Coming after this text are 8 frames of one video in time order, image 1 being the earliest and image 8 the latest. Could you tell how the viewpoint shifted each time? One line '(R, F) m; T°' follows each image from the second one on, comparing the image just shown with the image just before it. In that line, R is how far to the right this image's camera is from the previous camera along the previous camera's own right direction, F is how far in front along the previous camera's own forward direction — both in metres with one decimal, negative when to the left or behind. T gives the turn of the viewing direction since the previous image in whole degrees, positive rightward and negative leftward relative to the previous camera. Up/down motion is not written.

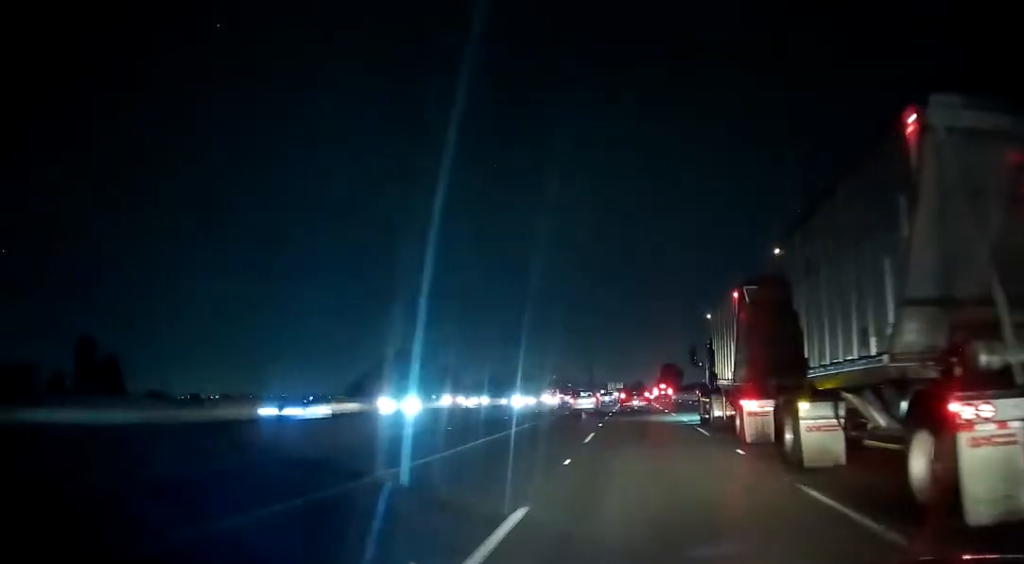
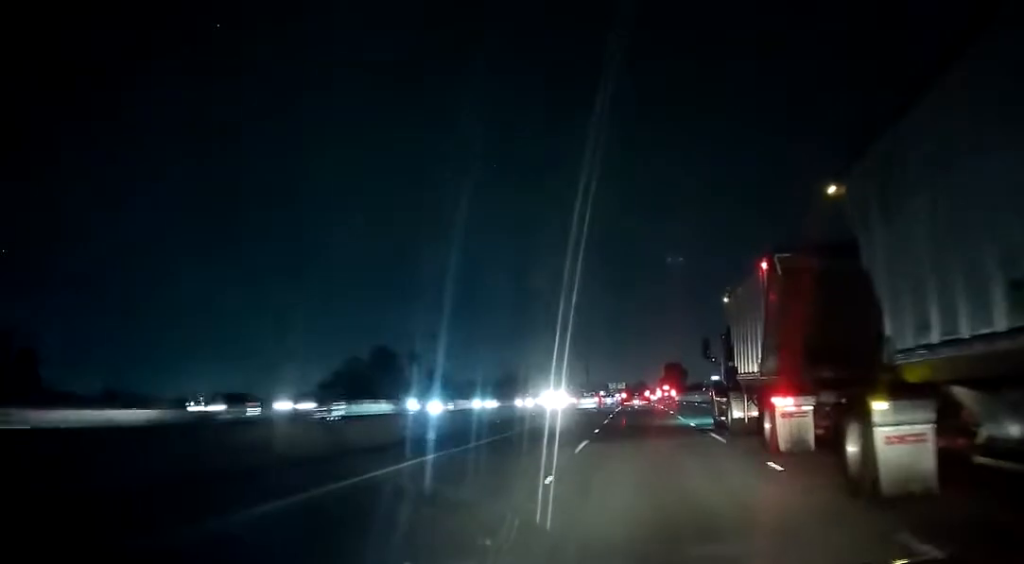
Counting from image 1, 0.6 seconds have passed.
(+0.1, +17.2) m; 0°
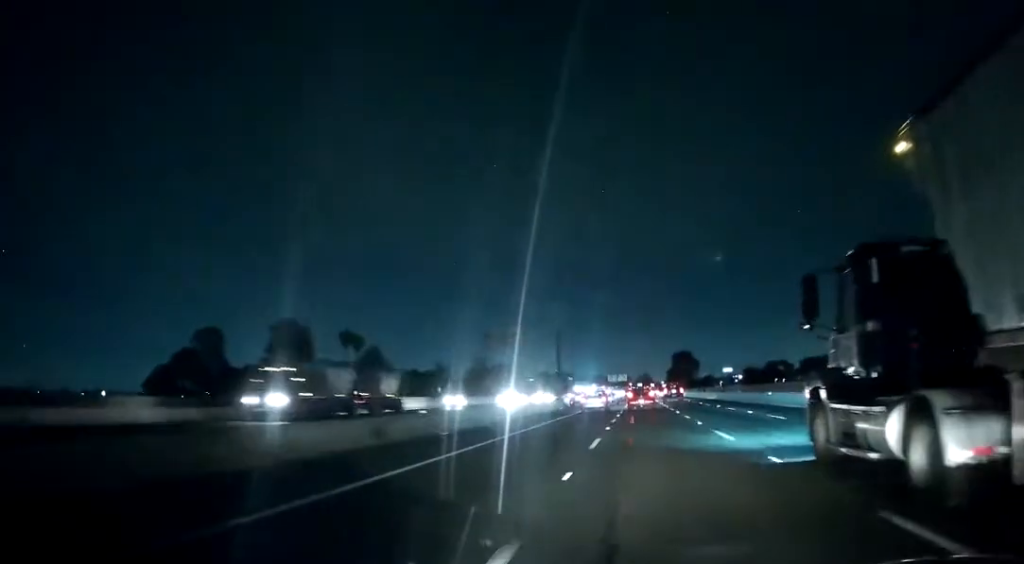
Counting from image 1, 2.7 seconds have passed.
(+0.3, +56.9) m; 0°
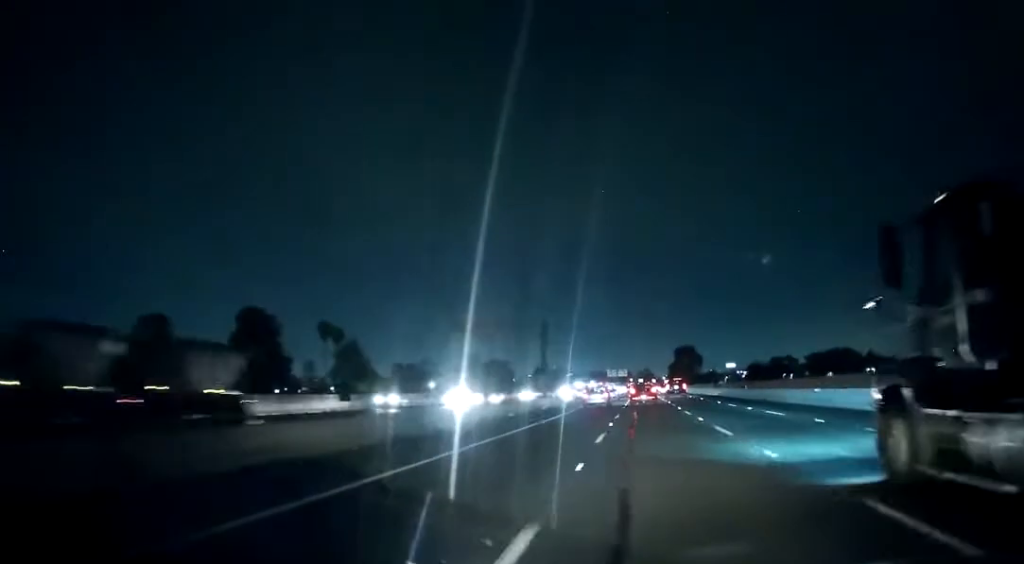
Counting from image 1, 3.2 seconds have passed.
(0.0, +12.9) m; 0°
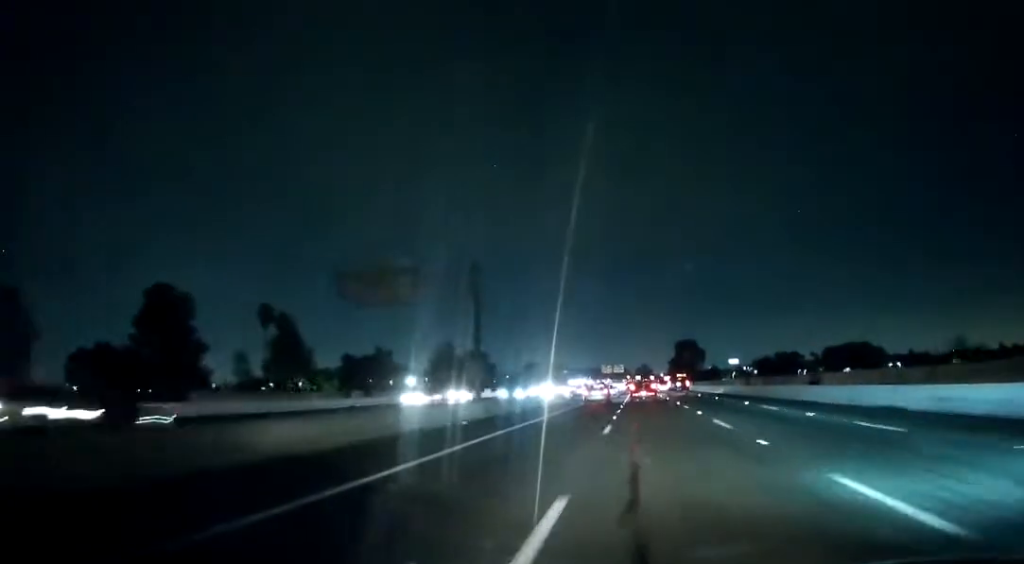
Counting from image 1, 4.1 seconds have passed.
(0.0, +27.0) m; 0°
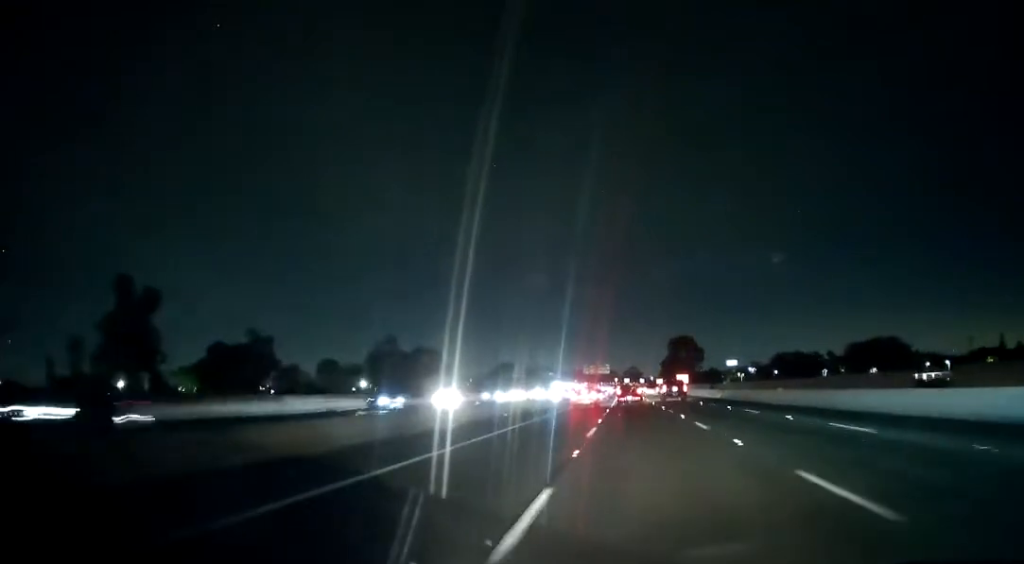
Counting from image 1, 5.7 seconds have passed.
(+0.4, +42.5) m; +1°
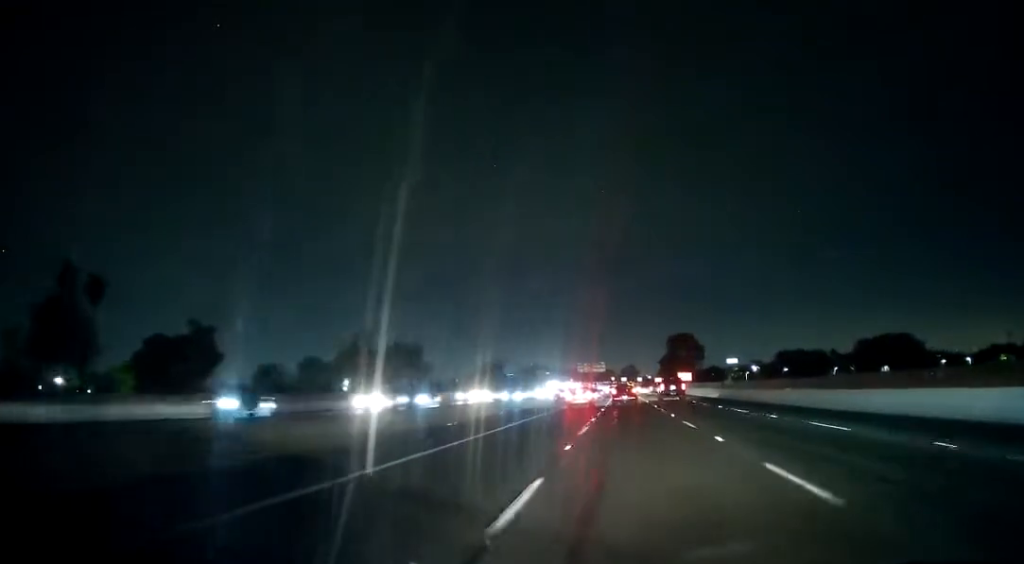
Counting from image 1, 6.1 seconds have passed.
(-0.1, +12.8) m; 0°
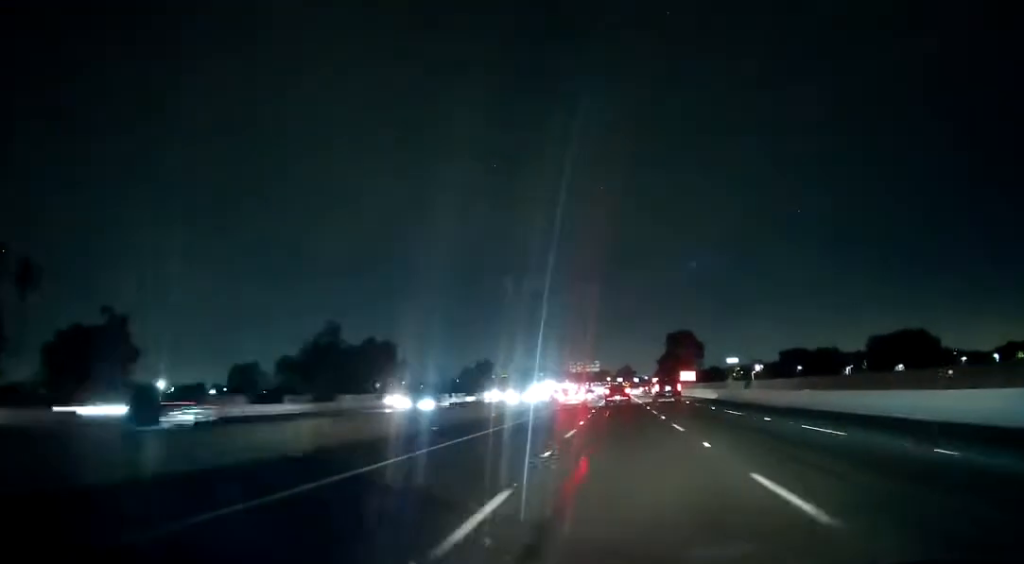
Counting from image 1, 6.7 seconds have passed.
(+0.2, +15.6) m; 0°
